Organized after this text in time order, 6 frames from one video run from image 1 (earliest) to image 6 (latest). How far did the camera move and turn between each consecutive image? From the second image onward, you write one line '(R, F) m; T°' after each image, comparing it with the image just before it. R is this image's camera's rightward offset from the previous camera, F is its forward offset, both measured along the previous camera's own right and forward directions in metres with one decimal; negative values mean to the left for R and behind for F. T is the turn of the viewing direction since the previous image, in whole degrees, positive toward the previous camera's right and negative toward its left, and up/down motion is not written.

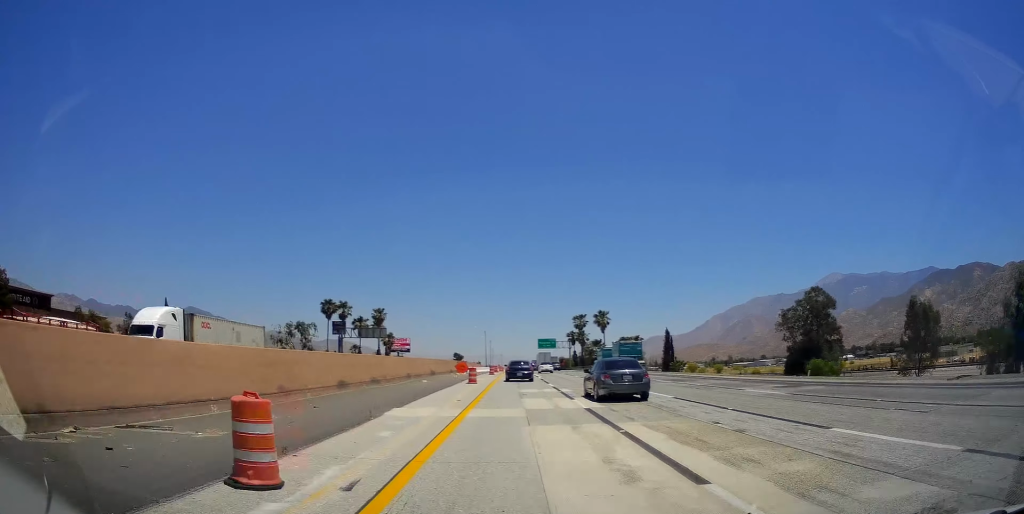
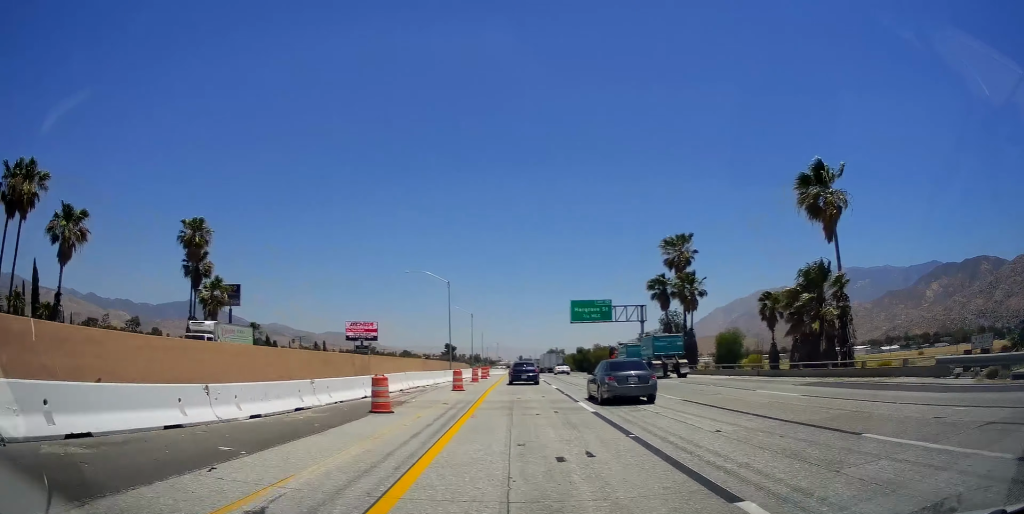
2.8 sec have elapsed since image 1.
(0.0, +87.6) m; 0°
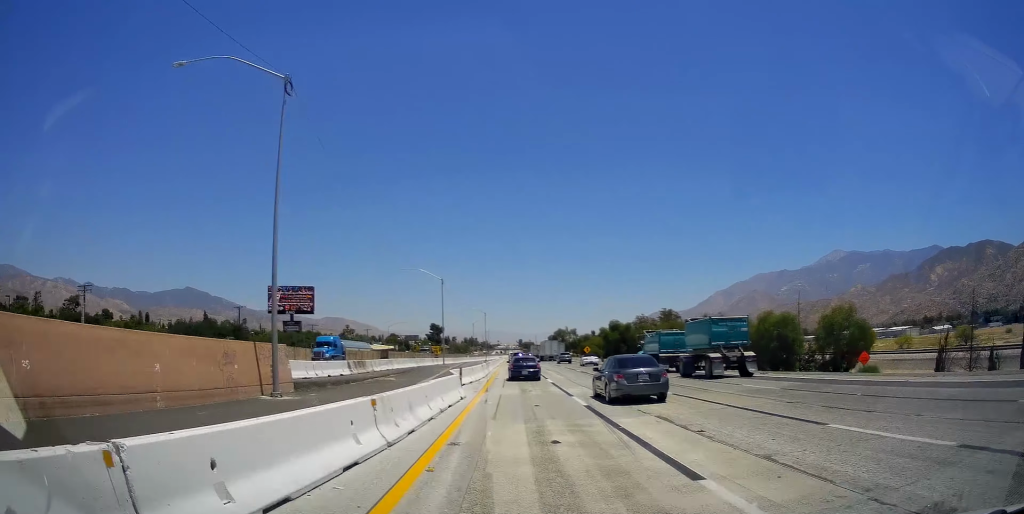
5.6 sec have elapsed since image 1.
(0.0, +88.5) m; 0°
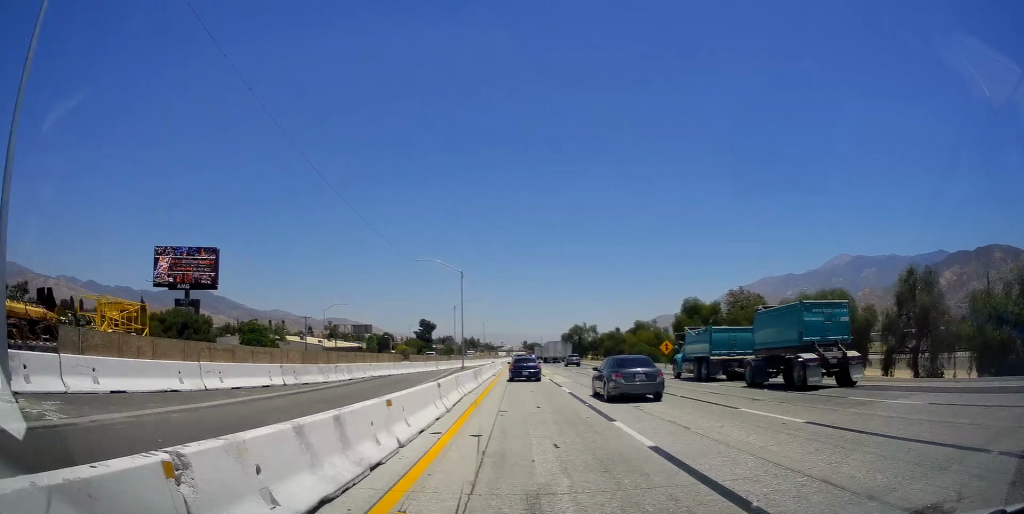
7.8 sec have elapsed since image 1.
(0.0, +64.7) m; 0°
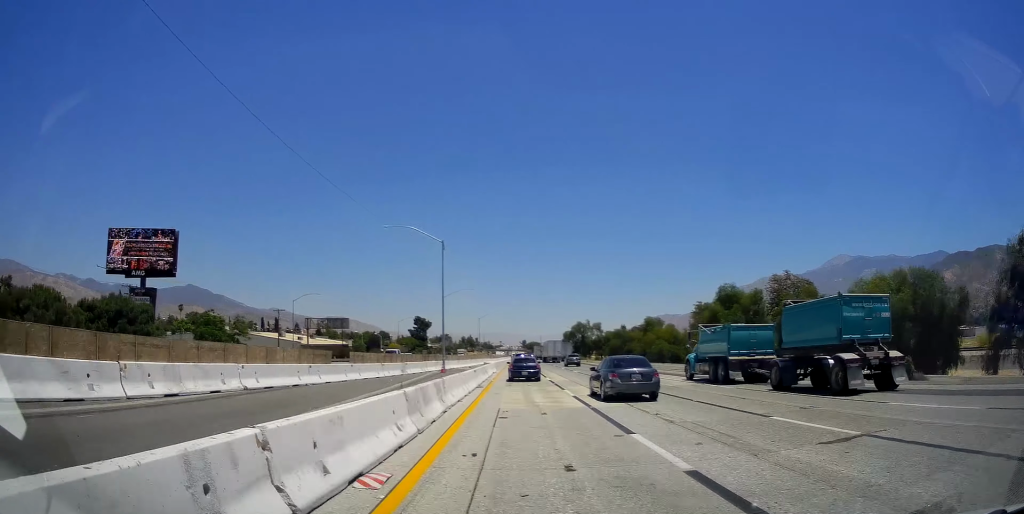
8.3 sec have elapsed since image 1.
(0.0, +16.8) m; 0°
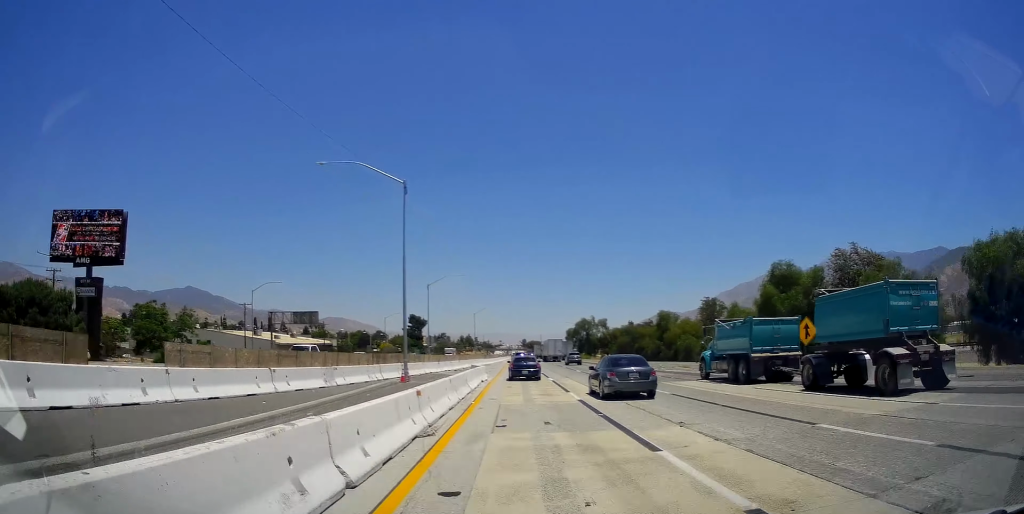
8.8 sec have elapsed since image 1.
(0.0, +16.8) m; 0°
